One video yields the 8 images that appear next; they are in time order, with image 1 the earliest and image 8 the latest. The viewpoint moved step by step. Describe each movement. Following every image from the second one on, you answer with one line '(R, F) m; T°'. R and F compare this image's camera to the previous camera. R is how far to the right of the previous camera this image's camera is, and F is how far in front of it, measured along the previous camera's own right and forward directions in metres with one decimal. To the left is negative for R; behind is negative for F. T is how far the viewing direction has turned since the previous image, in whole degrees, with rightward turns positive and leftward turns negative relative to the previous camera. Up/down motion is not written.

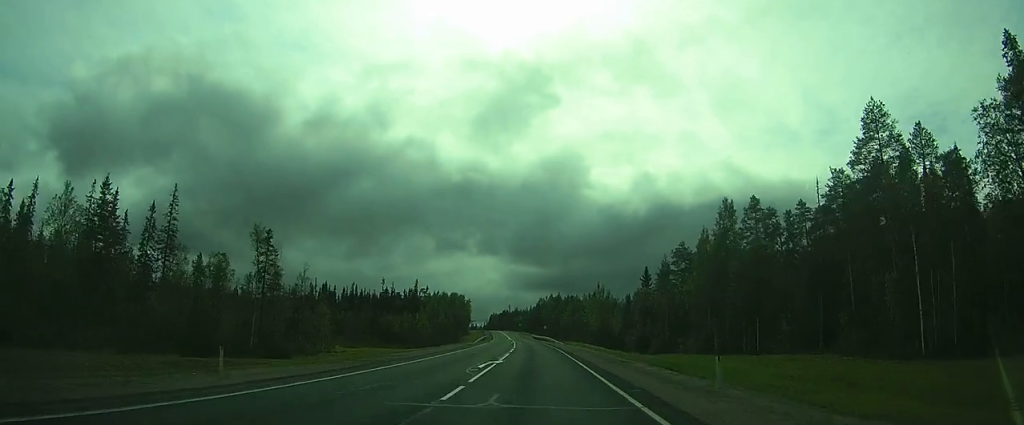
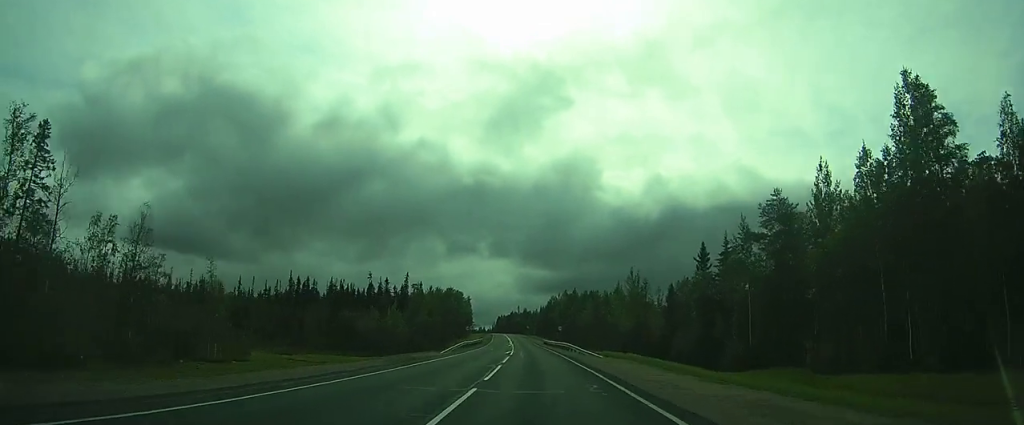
(-0.3, +33.4) m; -1°
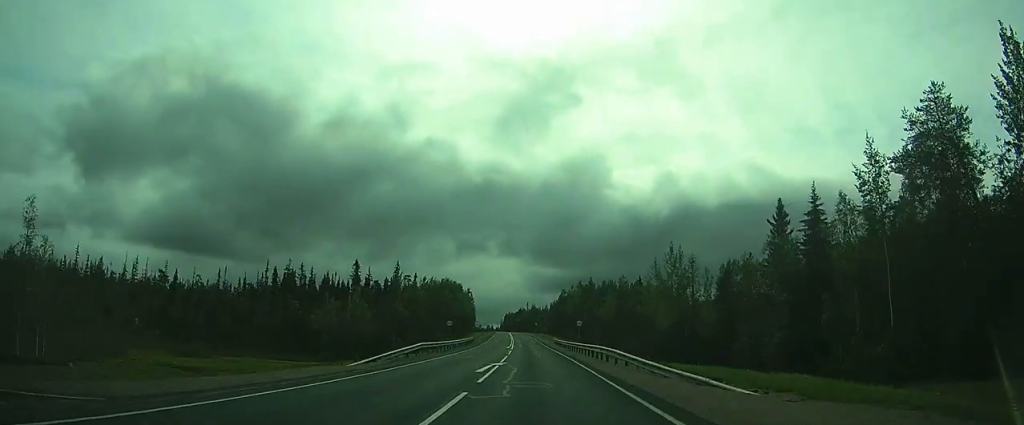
(-0.2, +24.2) m; -1°
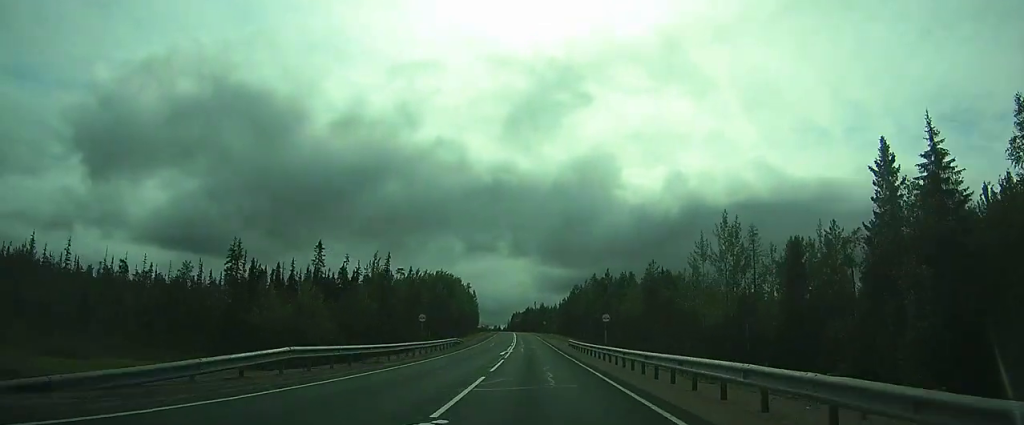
(-0.2, +18.2) m; -1°
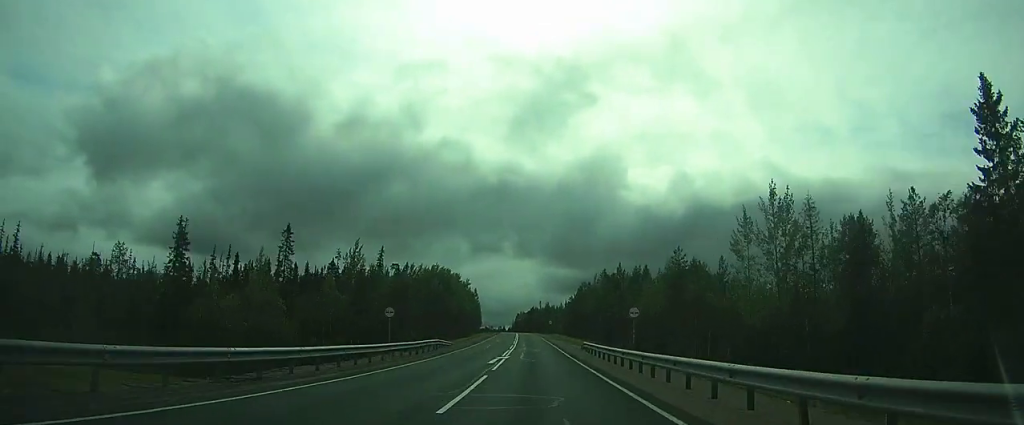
(0.0, +10.9) m; -1°
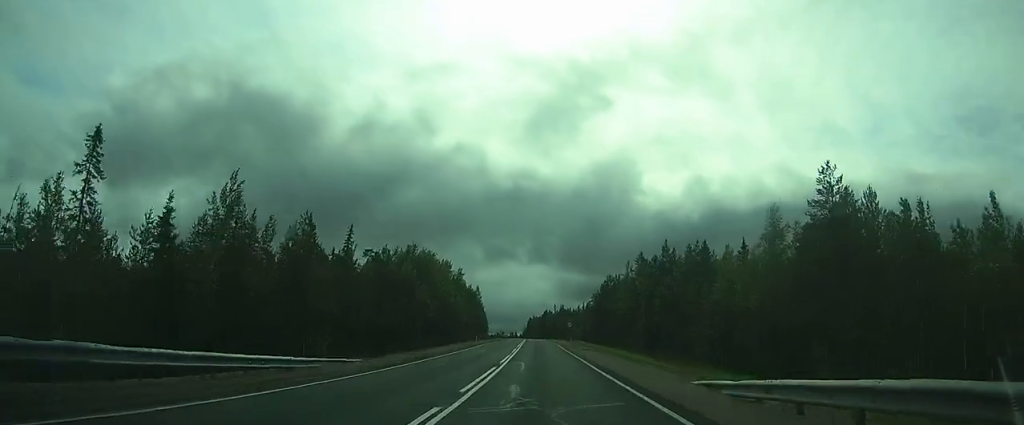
(-0.6, +31.4) m; -2°
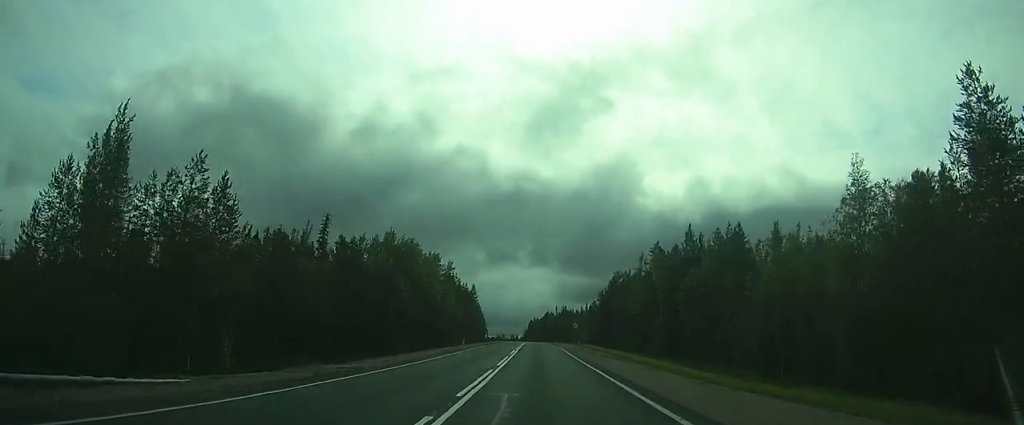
(-0.1, +12.4) m; -1°
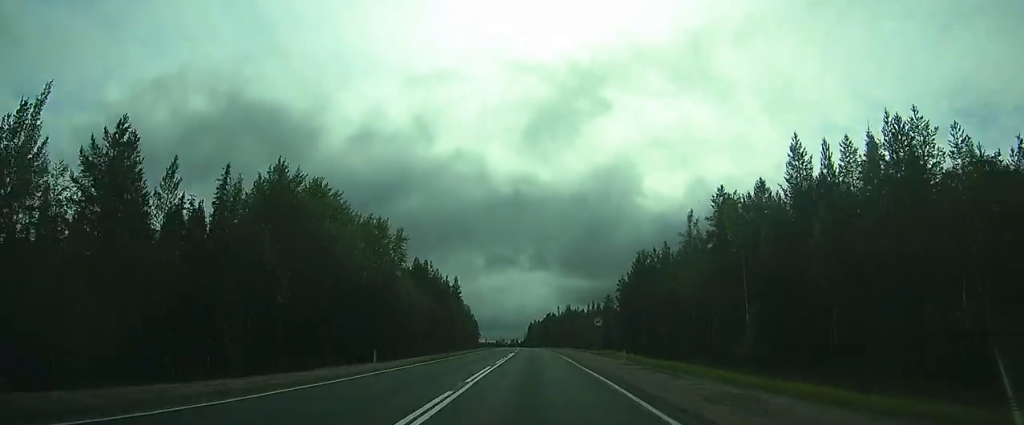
(-0.4, +30.7) m; -2°
